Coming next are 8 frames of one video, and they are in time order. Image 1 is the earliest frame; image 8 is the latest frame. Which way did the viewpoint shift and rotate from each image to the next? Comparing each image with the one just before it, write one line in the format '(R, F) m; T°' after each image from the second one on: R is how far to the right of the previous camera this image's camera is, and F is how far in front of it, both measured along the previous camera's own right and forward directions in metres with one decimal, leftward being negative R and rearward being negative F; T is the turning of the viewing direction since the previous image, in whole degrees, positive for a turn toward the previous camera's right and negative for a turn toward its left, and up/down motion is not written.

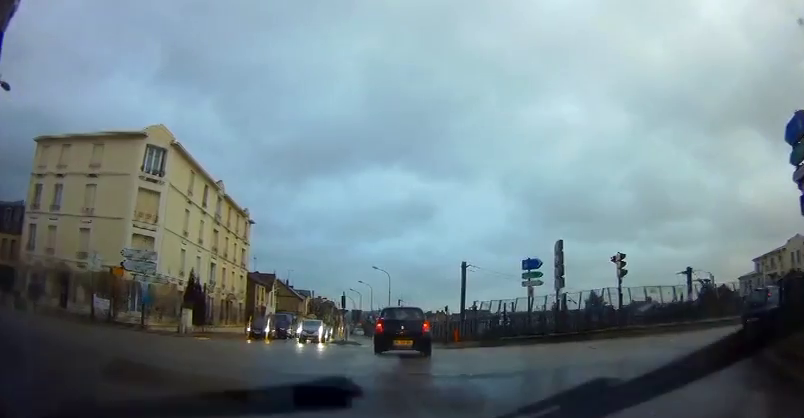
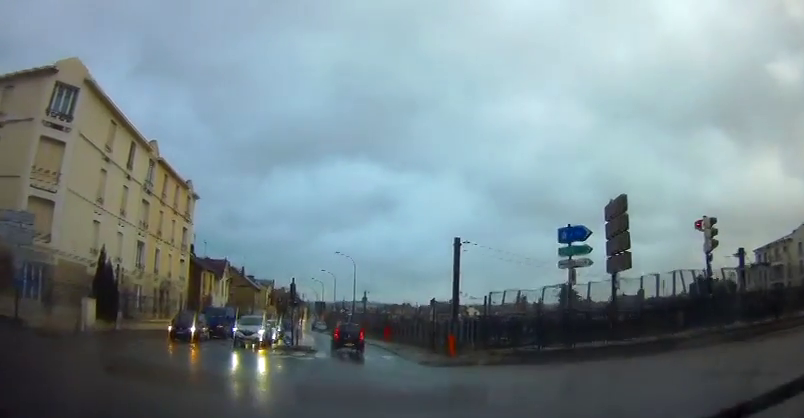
(+0.2, +9.6) m; +5°
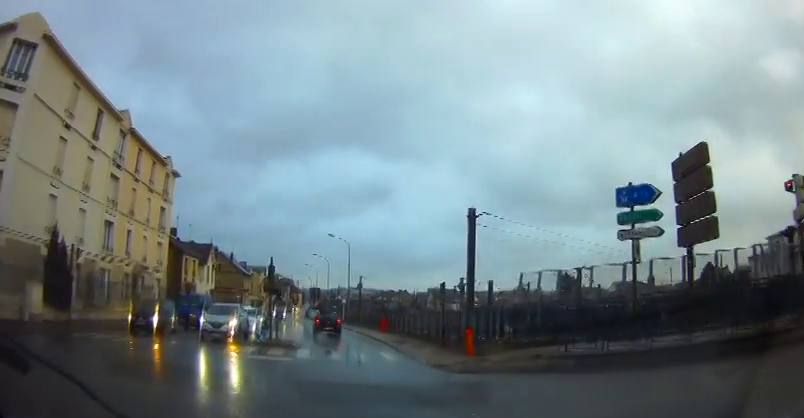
(+0.1, +4.4) m; +2°
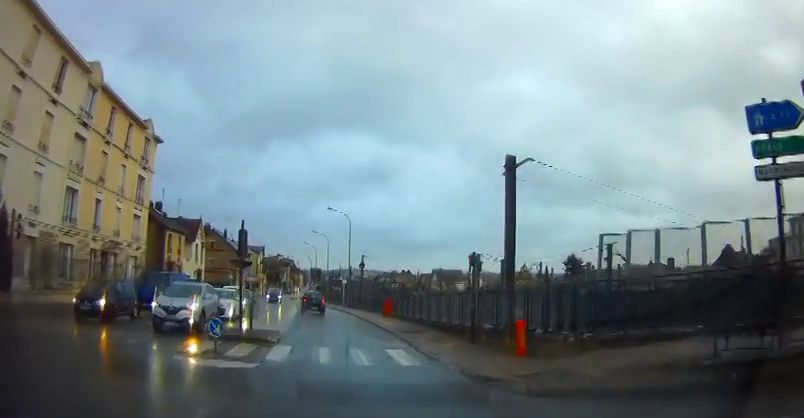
(+0.1, +4.9) m; 0°
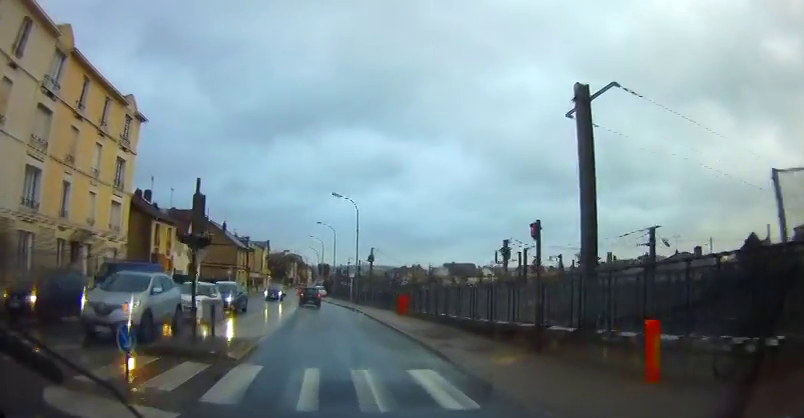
(0.0, +4.6) m; -3°
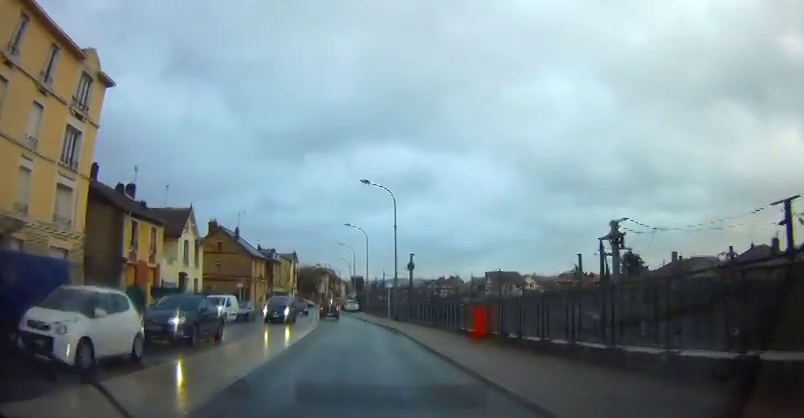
(-0.5, +9.5) m; -4°
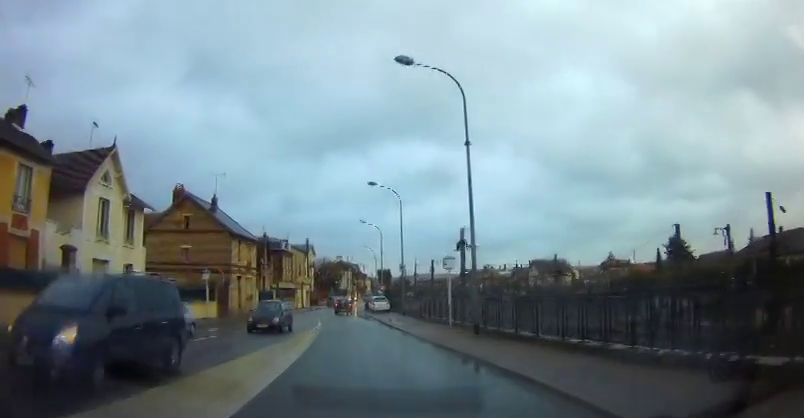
(-0.2, +17.8) m; -2°
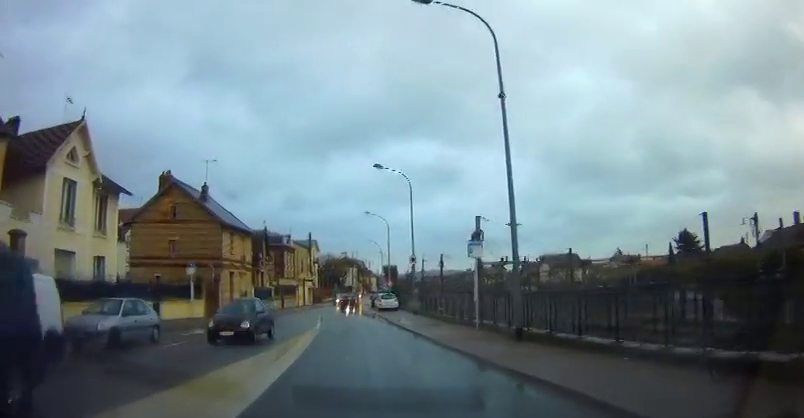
(0.0, +4.1) m; 0°
